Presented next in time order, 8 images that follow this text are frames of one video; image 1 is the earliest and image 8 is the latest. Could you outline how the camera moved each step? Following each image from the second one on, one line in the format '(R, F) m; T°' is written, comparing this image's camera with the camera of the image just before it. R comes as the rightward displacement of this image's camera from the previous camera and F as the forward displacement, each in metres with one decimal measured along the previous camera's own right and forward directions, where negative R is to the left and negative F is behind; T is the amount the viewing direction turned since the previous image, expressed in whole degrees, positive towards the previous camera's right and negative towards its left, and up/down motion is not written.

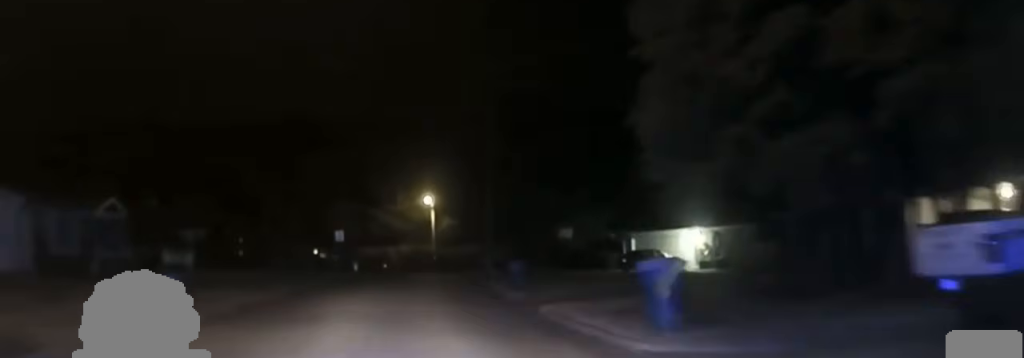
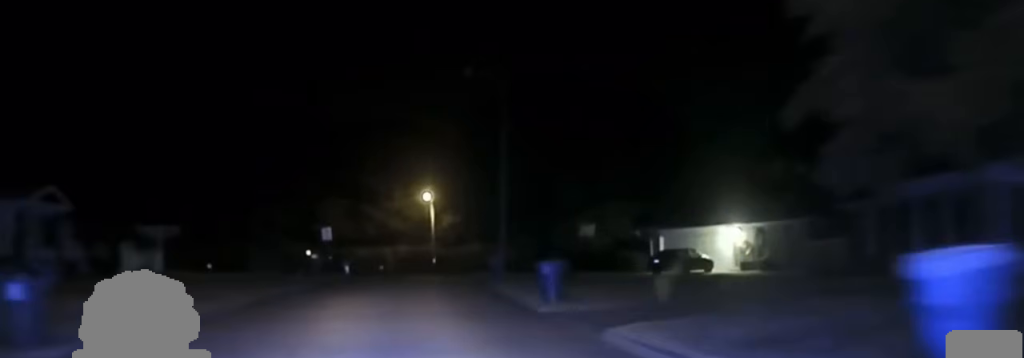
(0.0, +7.9) m; 0°
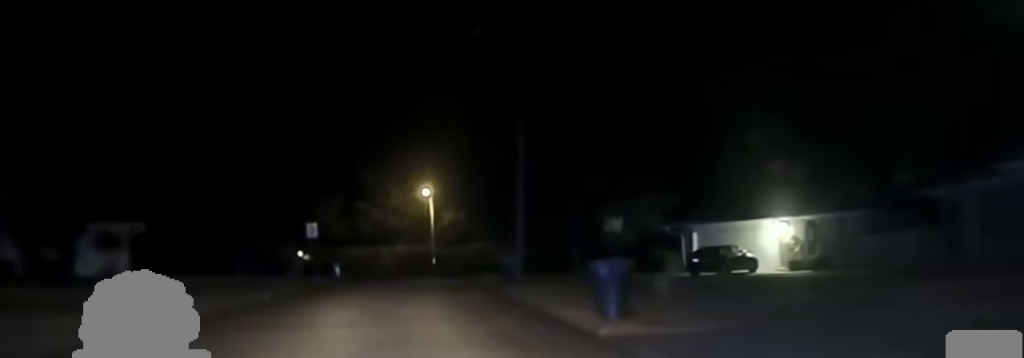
(0.0, +7.3) m; 0°
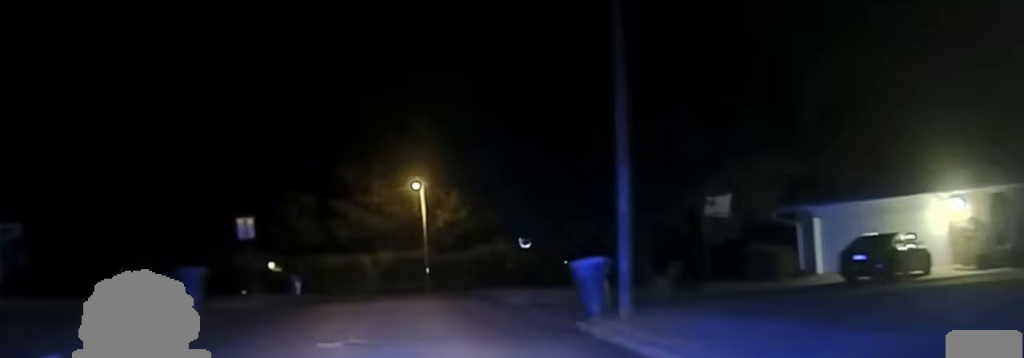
(0.0, +16.2) m; +1°
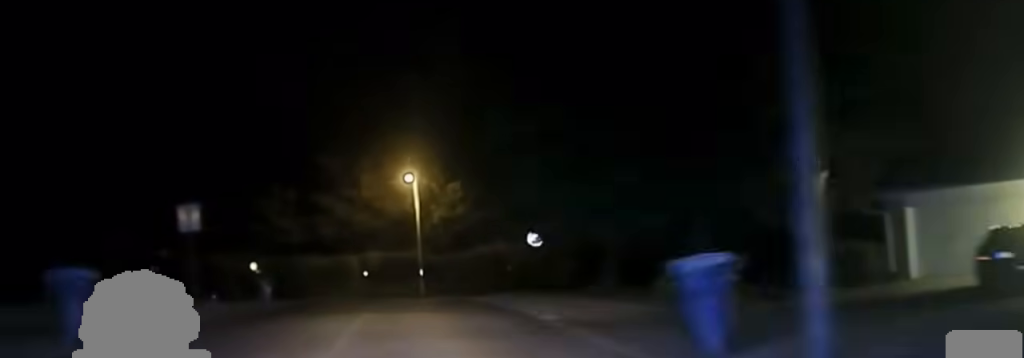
(+0.1, +6.7) m; +1°
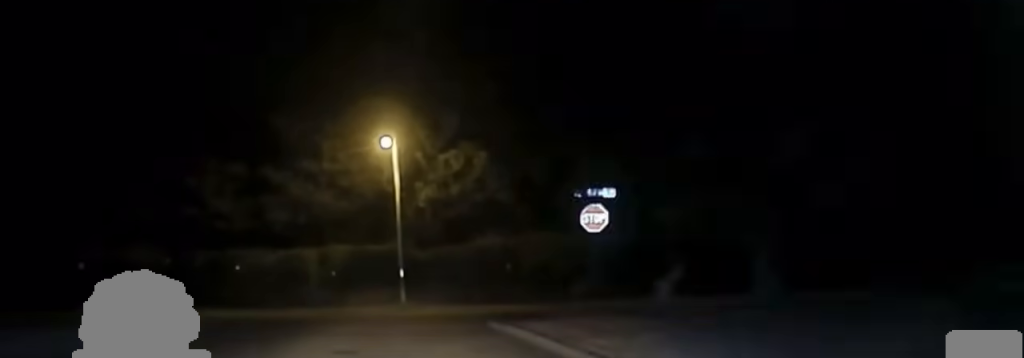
(+0.3, +17.5) m; +1°
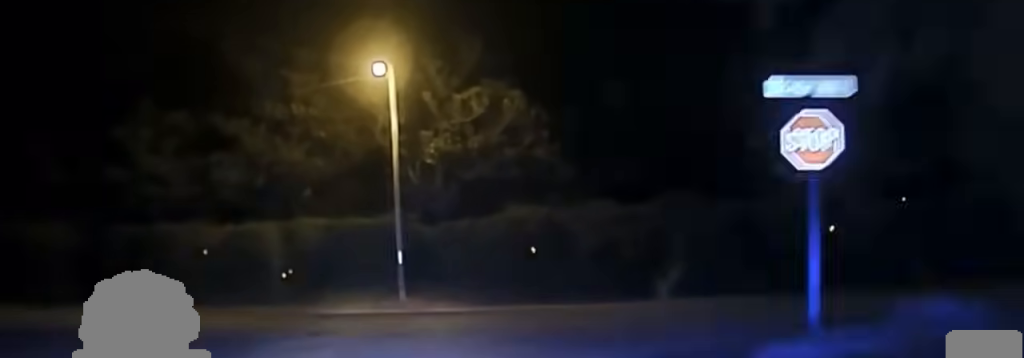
(+0.2, +13.7) m; +10°
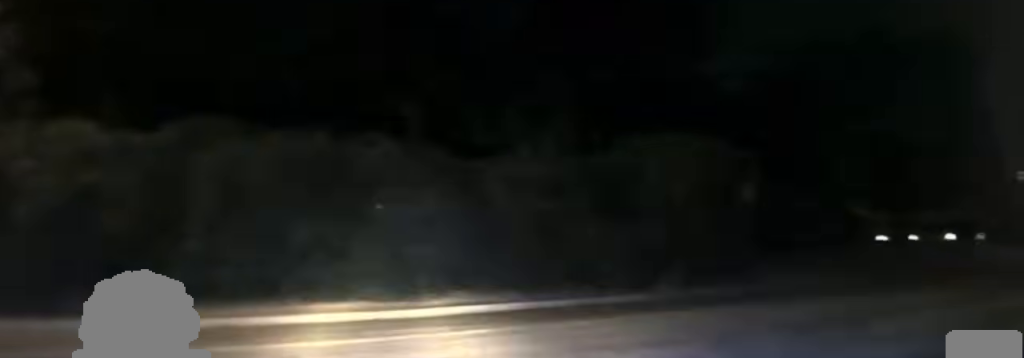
(+6.4, +14.8) m; +52°
